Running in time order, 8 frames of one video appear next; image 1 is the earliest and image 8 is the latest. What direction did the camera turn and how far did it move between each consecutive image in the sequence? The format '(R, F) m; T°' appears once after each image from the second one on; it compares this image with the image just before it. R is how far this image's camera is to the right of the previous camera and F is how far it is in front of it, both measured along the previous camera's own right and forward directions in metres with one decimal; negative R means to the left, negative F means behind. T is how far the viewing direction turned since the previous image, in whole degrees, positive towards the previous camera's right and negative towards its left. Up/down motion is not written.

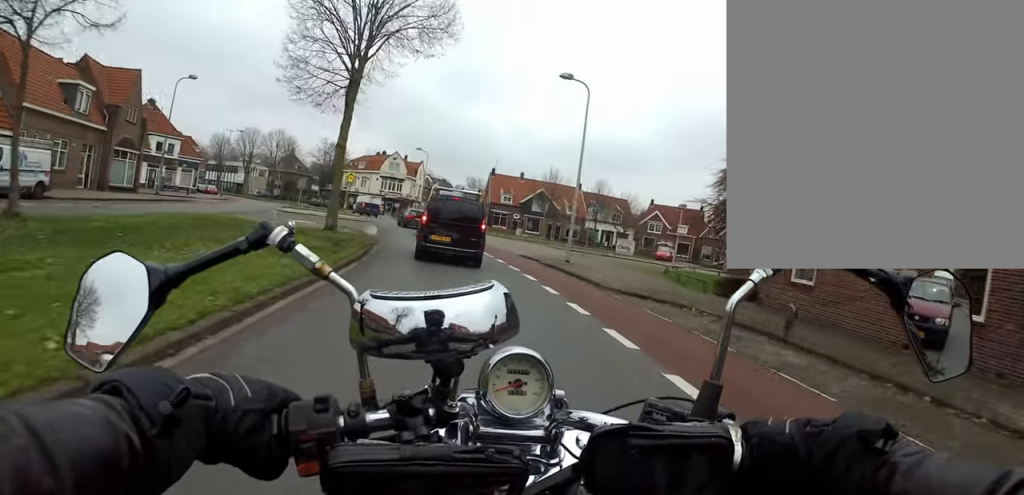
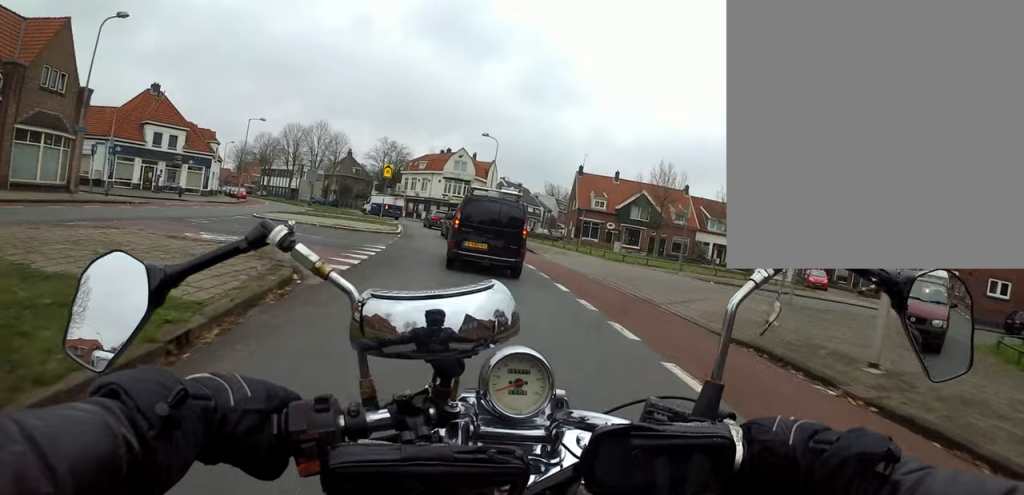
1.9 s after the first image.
(-0.1, +14.6) m; -4°
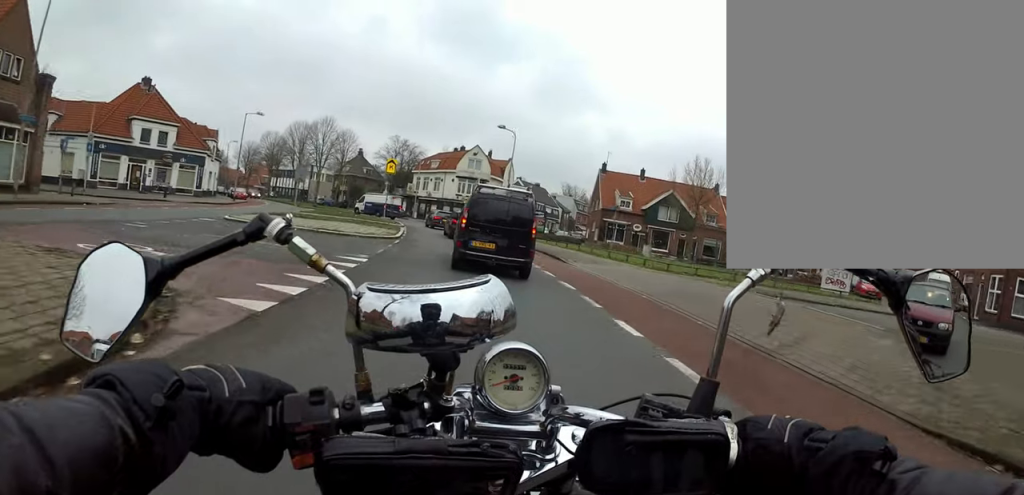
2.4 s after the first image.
(-0.2, +4.7) m; -3°
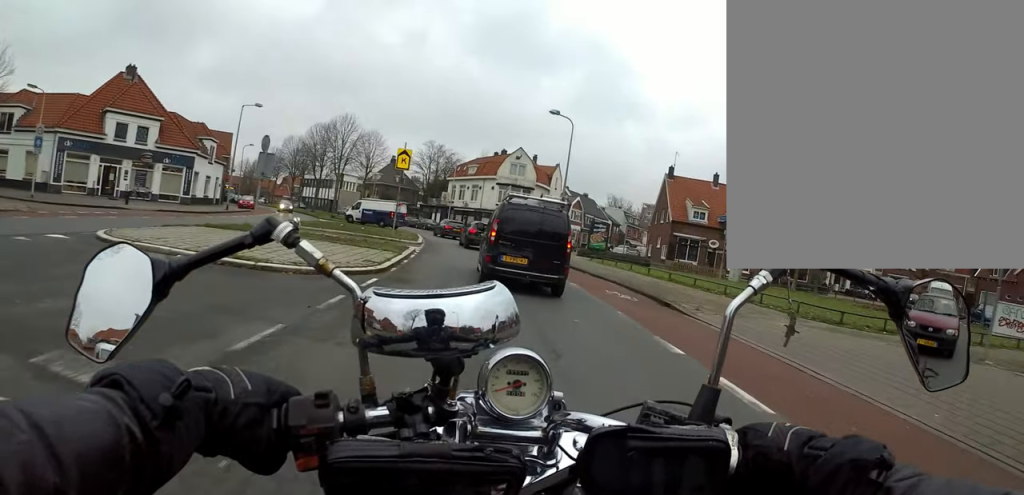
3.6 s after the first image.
(-0.3, +10.0) m; -8°
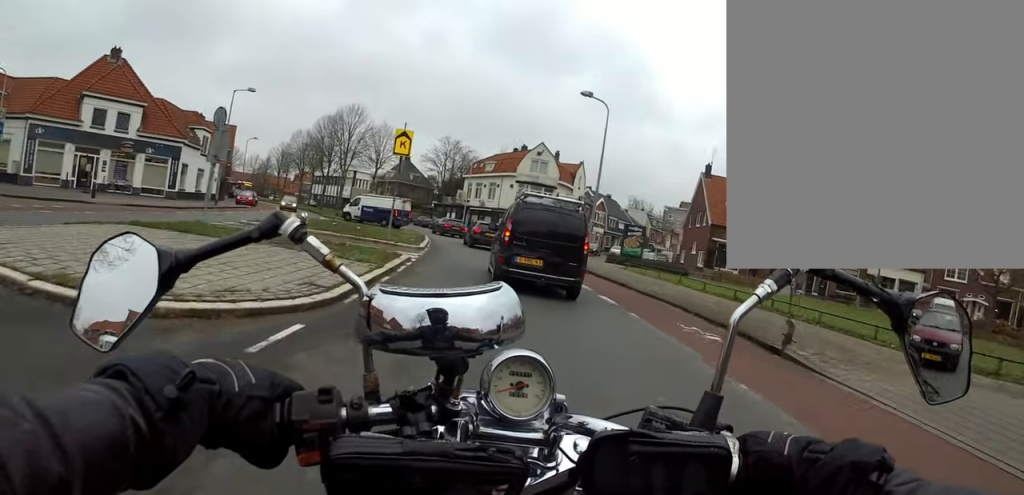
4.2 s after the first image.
(-0.3, +5.0) m; -5°
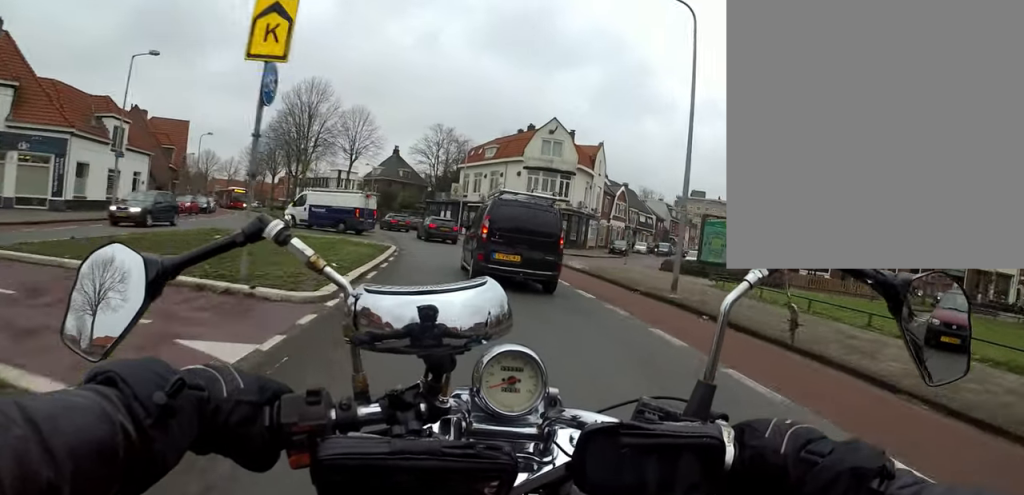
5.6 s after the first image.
(-0.8, +13.3) m; -1°
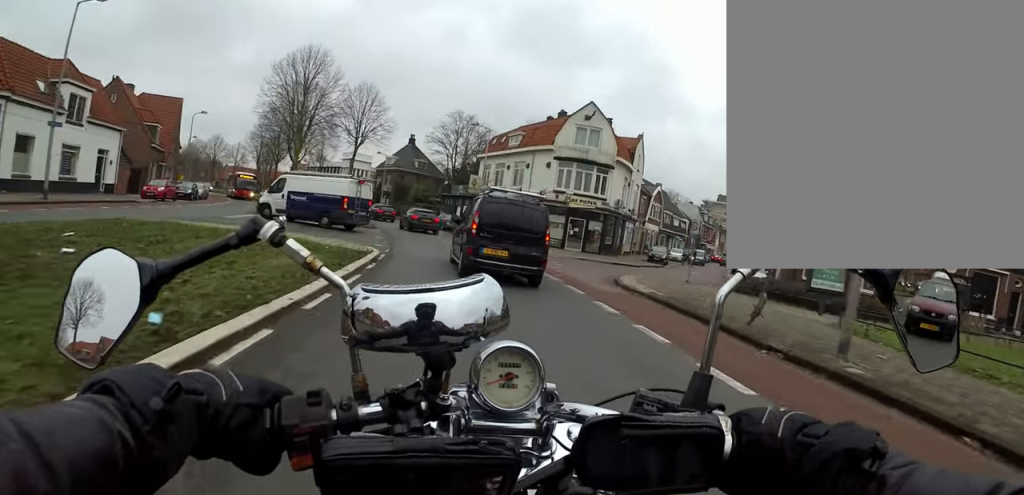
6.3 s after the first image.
(+0.9, +7.7) m; -5°
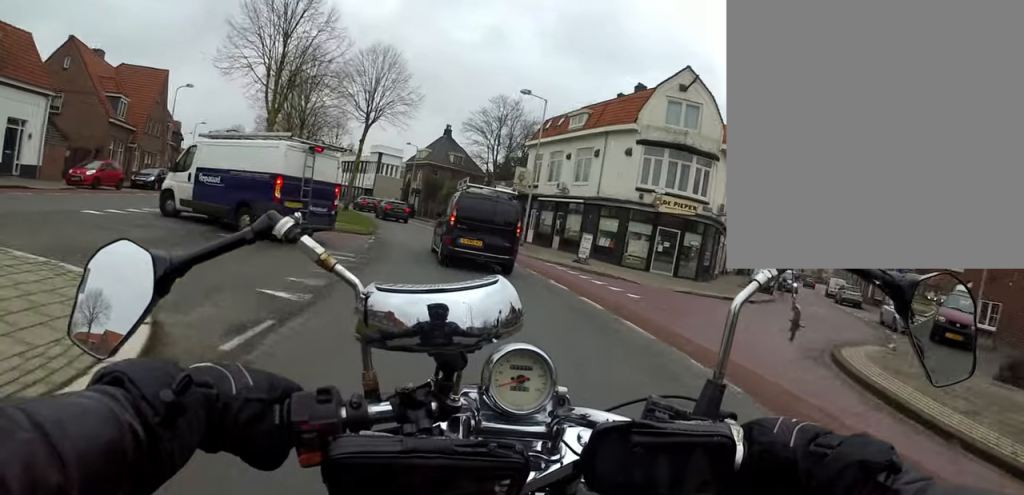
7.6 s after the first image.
(-2.5, +13.1) m; -12°
